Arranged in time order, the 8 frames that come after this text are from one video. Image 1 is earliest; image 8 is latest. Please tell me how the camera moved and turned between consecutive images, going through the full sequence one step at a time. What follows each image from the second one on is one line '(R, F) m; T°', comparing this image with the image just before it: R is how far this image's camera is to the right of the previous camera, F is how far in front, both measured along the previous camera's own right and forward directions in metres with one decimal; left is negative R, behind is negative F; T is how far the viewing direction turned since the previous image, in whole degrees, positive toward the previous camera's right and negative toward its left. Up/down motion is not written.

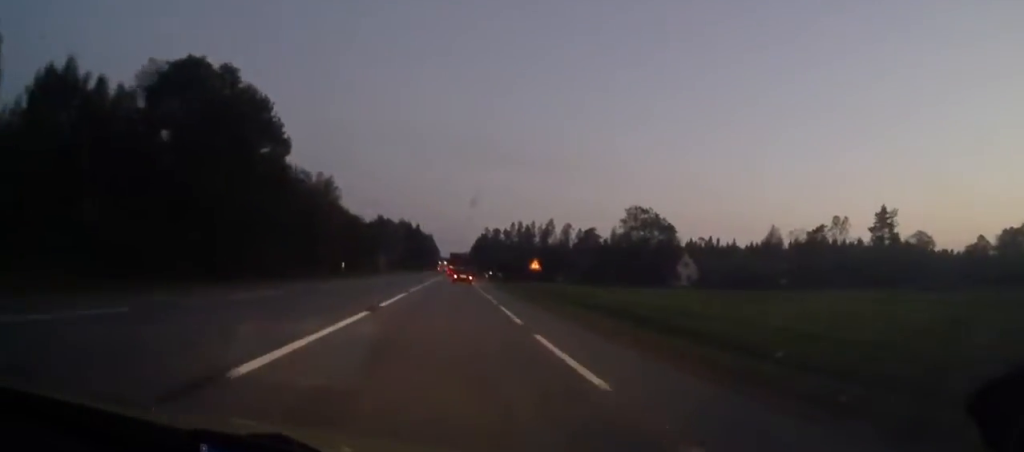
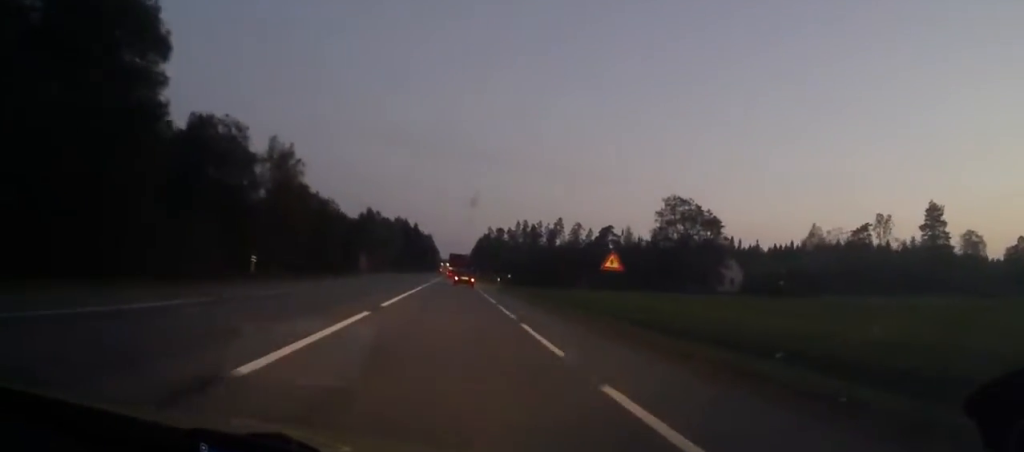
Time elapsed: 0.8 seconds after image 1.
(-0.2, +24.2) m; 0°
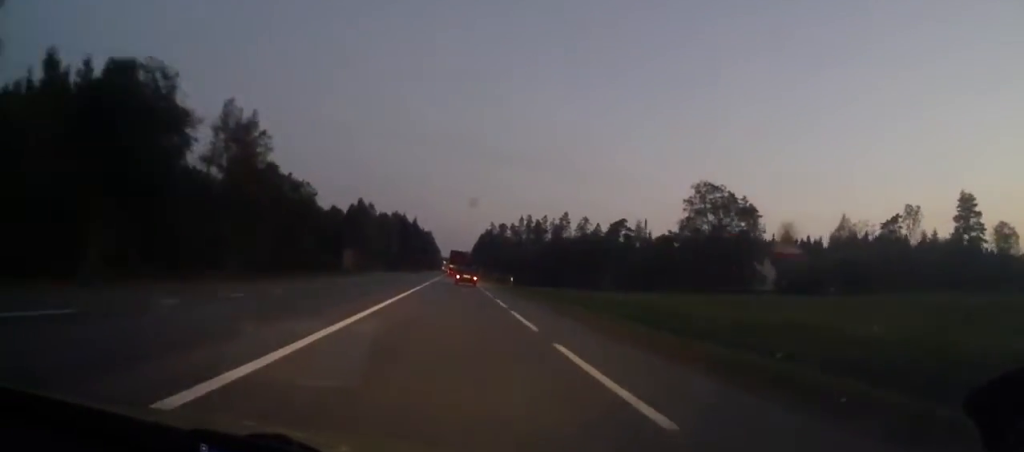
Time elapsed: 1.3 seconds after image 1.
(0.0, +14.0) m; 0°
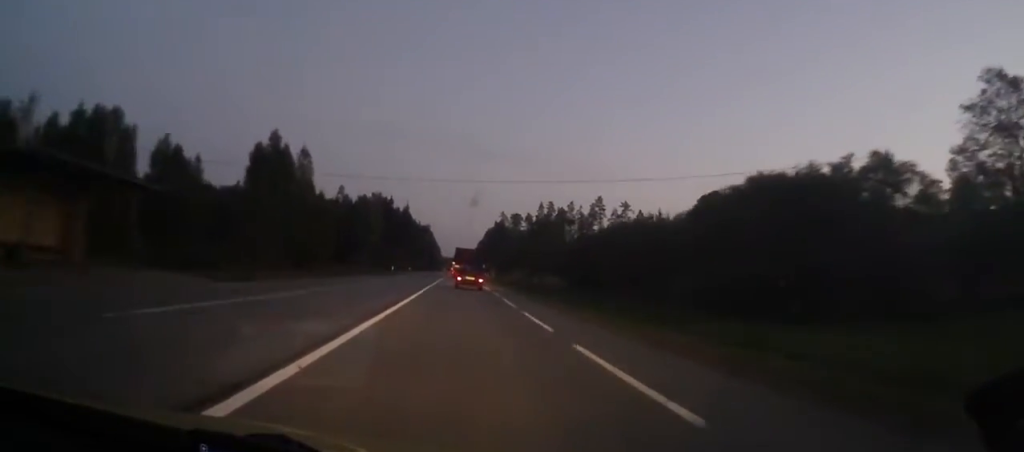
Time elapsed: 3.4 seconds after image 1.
(-0.1, +63.9) m; 0°
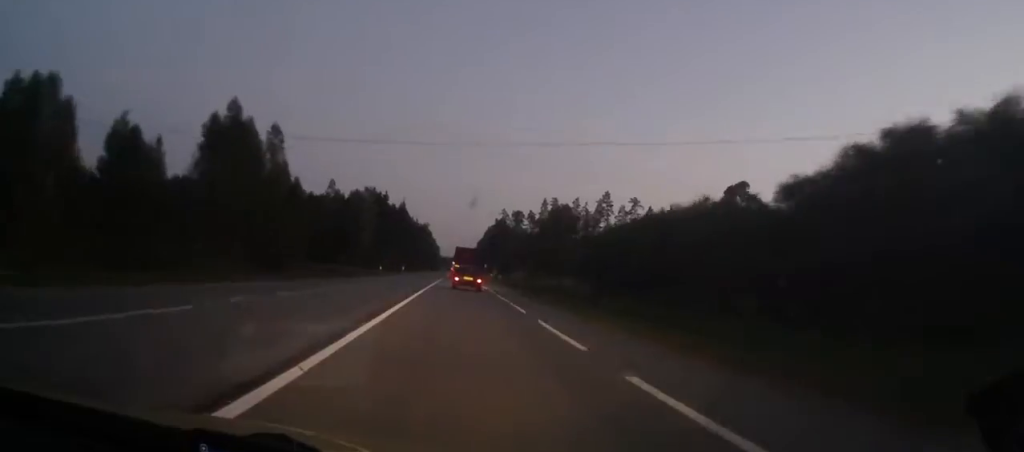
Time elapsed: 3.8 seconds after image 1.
(0.0, +12.9) m; 0°
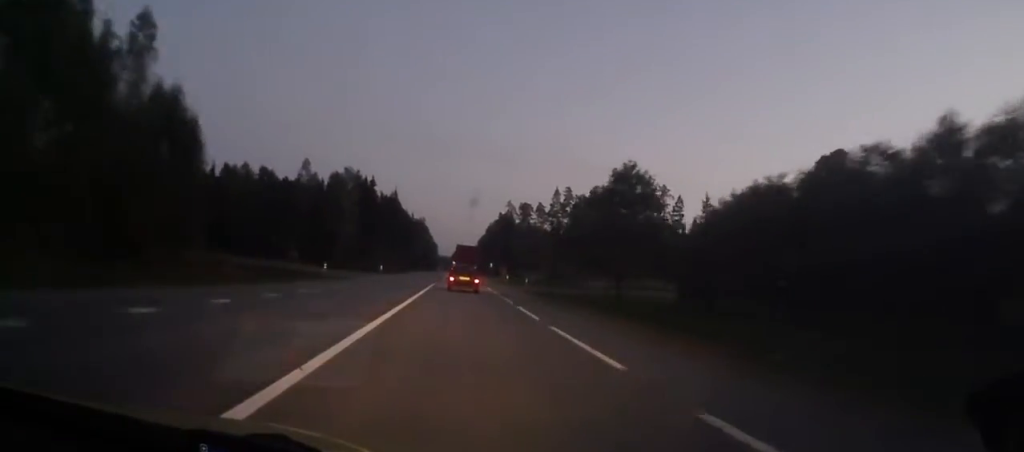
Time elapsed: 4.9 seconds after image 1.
(0.0, +30.4) m; 0°
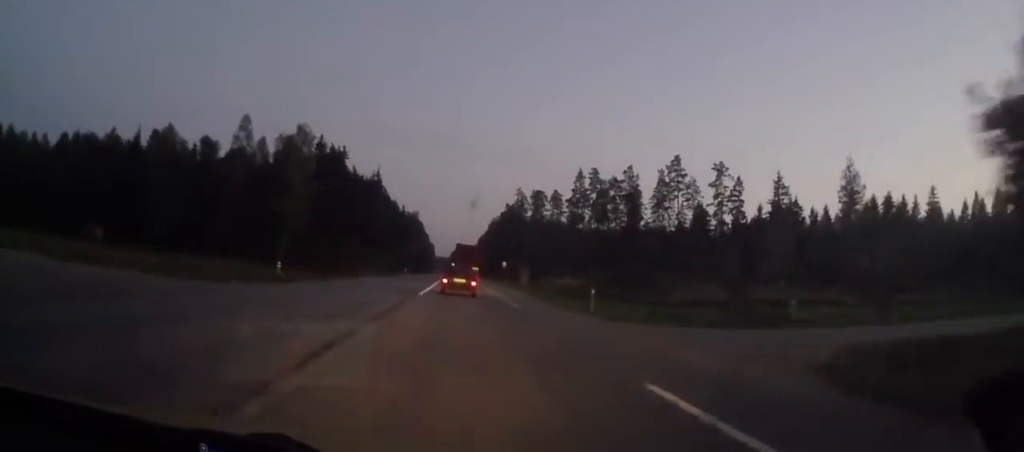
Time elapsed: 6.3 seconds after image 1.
(0.0, +41.8) m; 0°
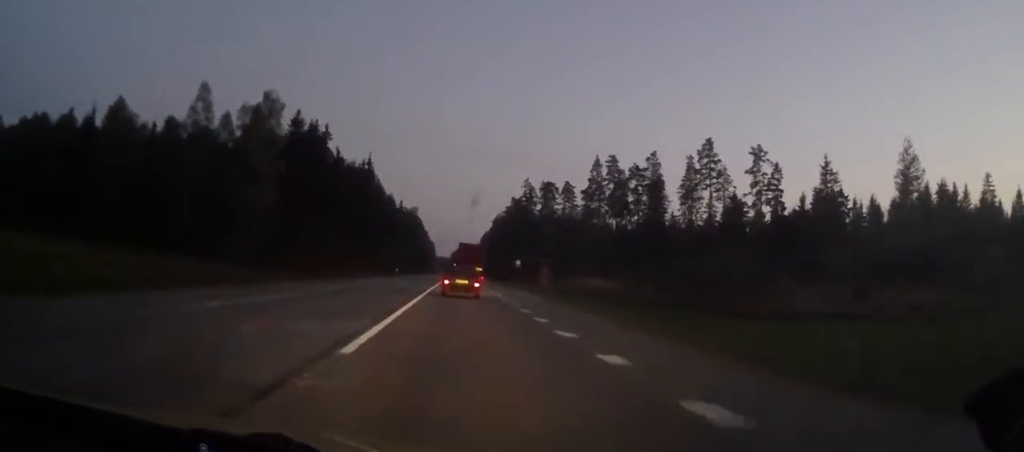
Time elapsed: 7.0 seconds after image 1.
(0.0, +18.8) m; 0°
